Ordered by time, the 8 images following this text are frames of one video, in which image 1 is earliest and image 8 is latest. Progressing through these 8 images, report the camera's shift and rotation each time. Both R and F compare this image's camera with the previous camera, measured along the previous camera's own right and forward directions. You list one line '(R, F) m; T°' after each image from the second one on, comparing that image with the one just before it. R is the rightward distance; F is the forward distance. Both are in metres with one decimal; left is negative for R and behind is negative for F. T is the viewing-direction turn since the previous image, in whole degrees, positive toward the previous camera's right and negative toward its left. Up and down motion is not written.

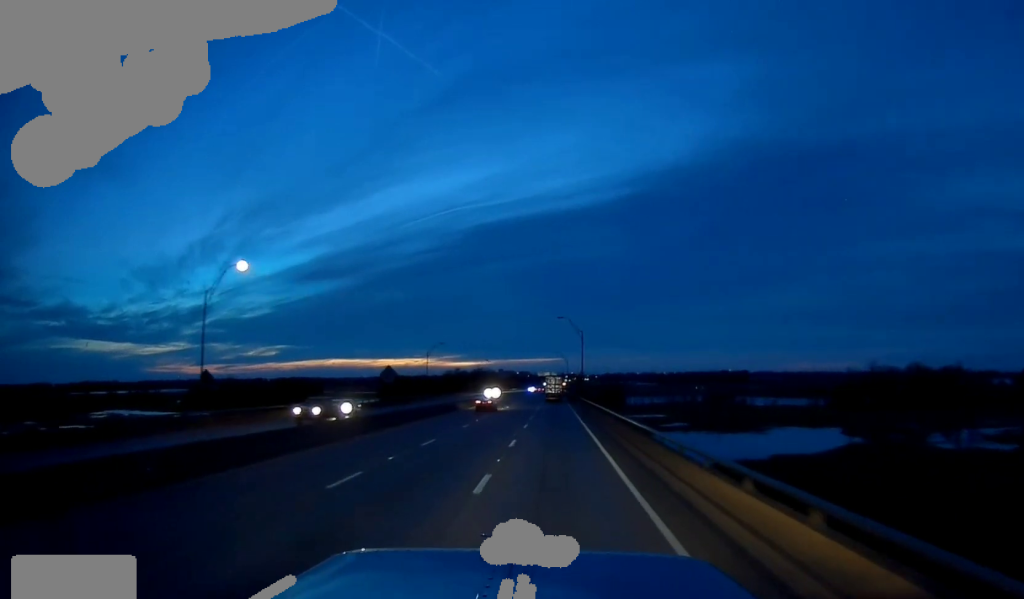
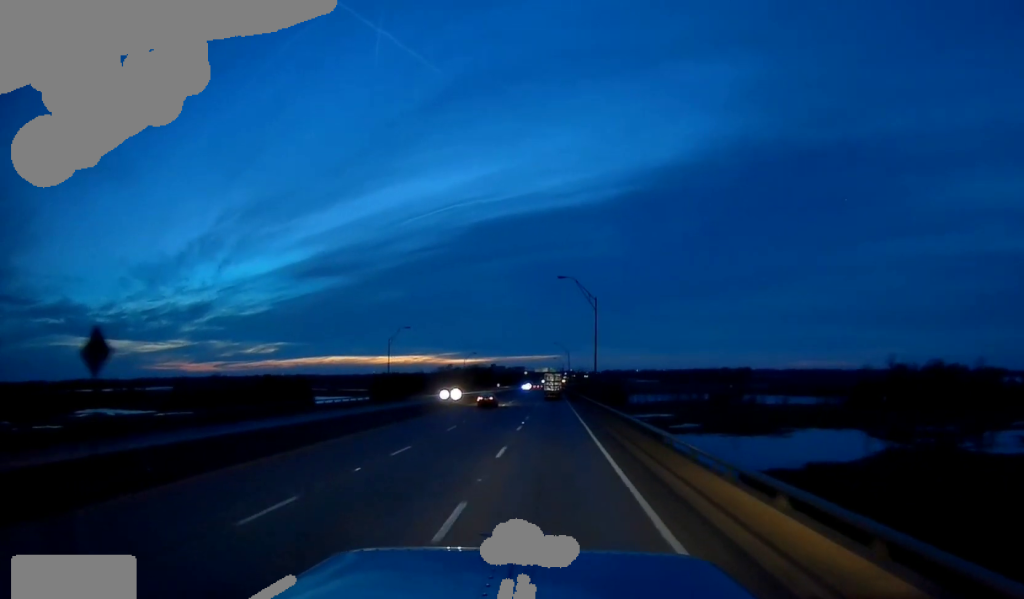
(+0.1, +28.7) m; 0°
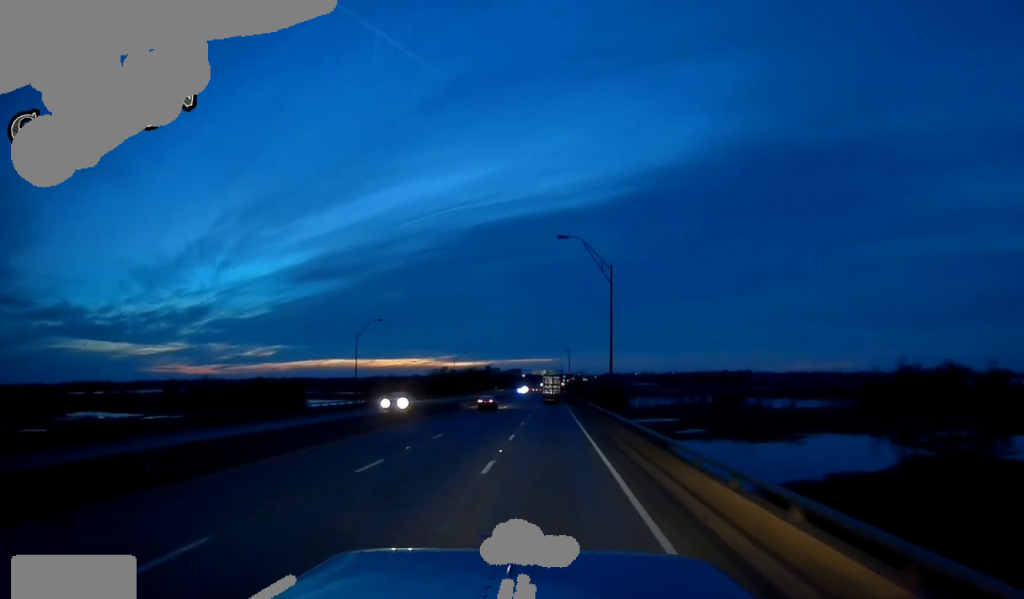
(-0.1, +16.2) m; 0°
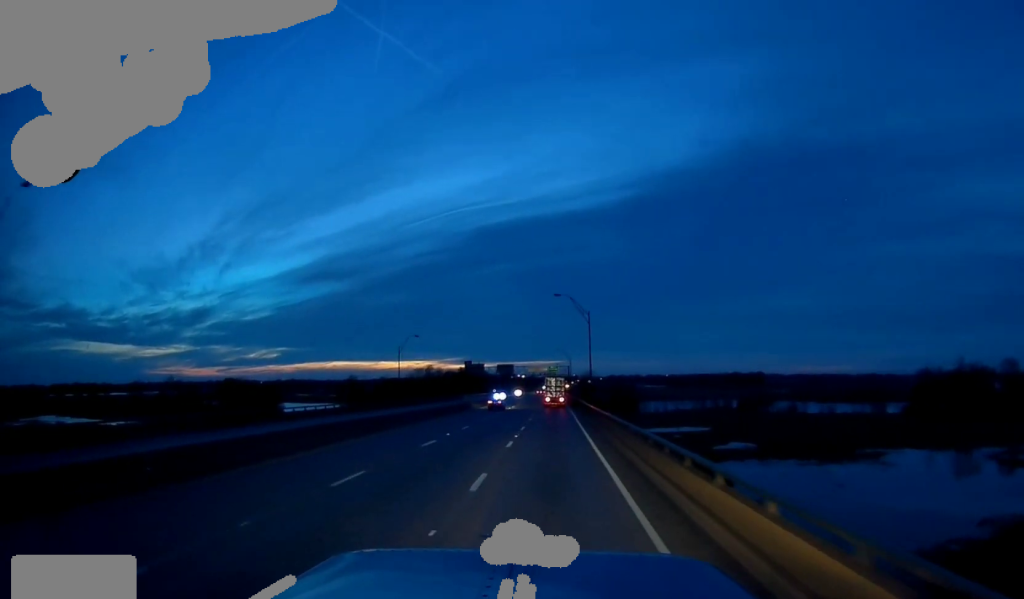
(0.0, +63.8) m; 0°
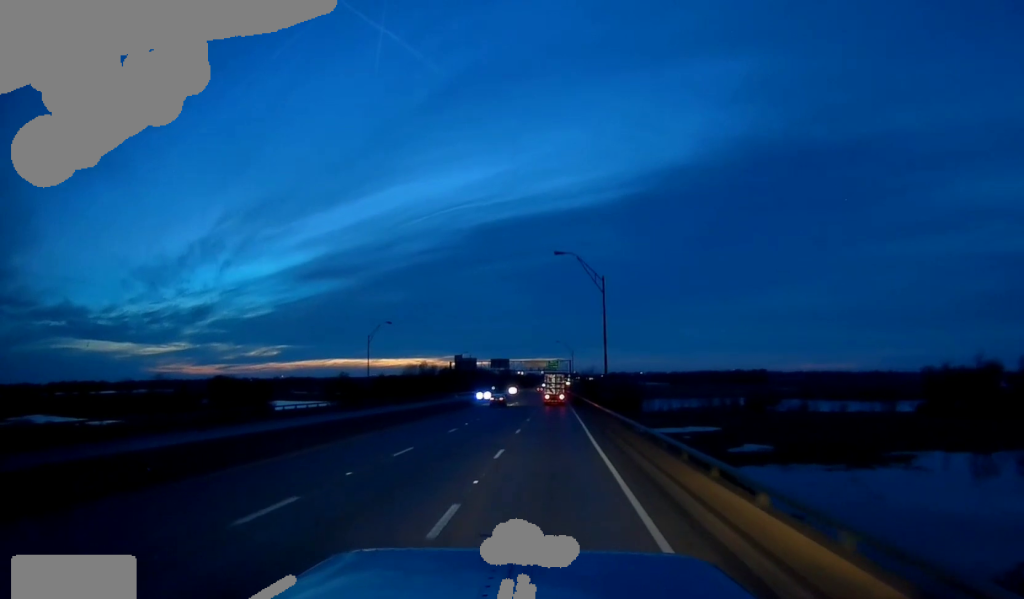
(0.0, +18.0) m; 0°
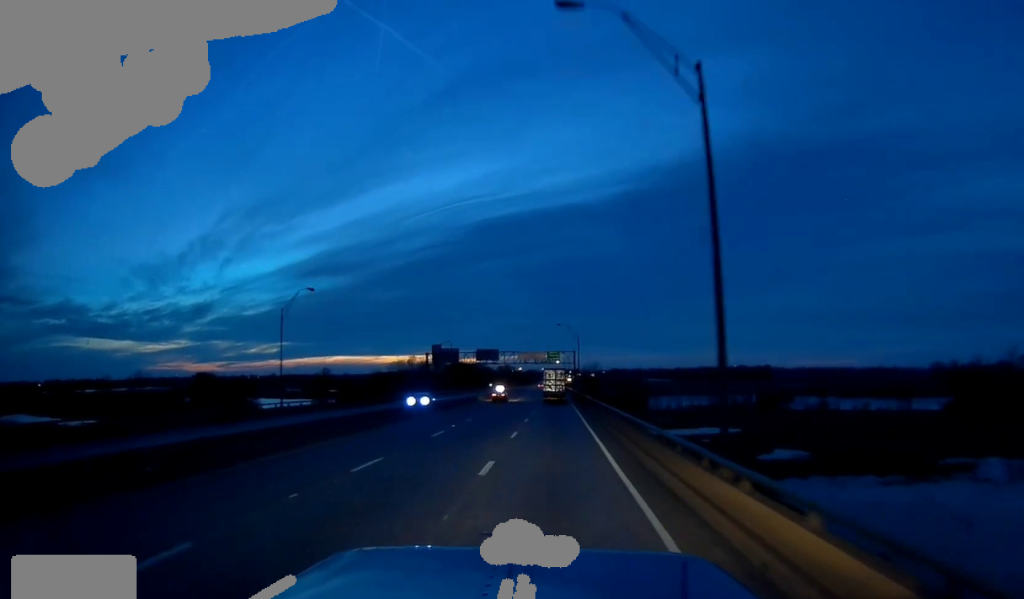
(-0.3, +30.5) m; 0°
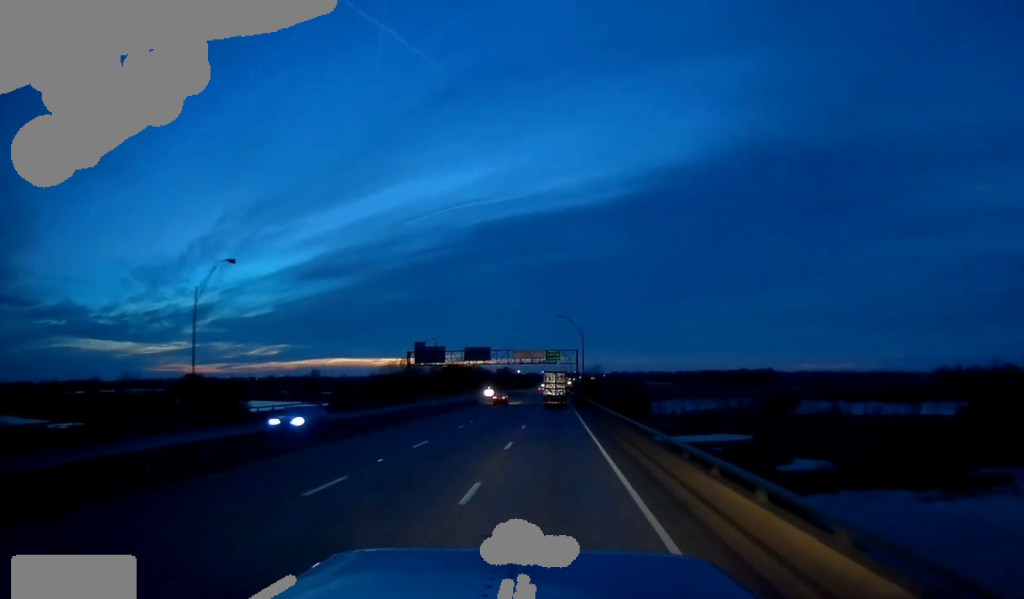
(-0.3, +16.1) m; +1°
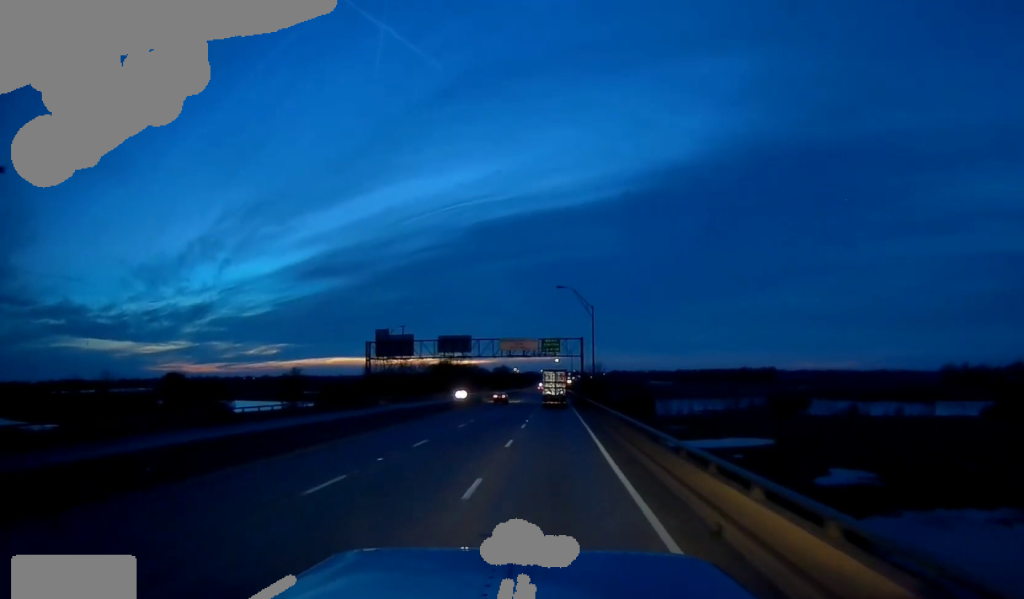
(+0.9, +23.2) m; +1°
